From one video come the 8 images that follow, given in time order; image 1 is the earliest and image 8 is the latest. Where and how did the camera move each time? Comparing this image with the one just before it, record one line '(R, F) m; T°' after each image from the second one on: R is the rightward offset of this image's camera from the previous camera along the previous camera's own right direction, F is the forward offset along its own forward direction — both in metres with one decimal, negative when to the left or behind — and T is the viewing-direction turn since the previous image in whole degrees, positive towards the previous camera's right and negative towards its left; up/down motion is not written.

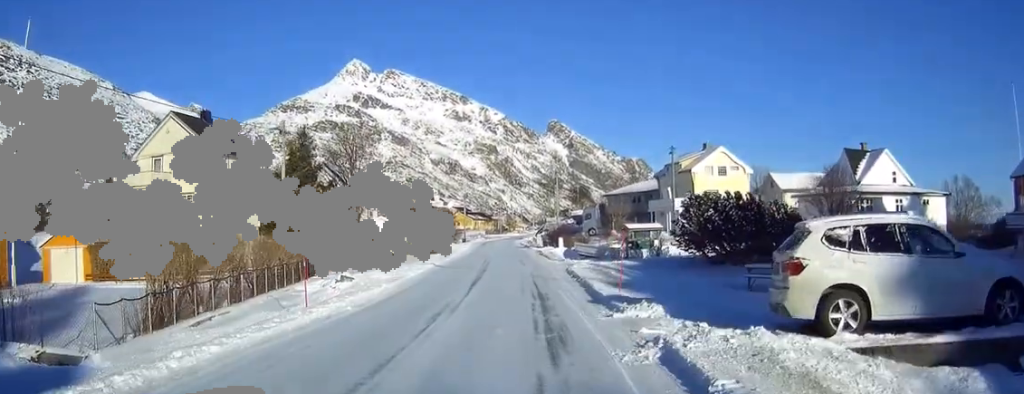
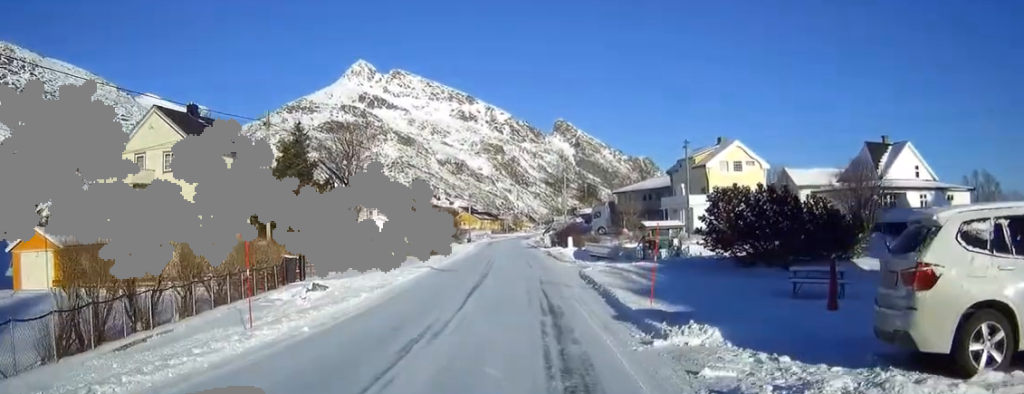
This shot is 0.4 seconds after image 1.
(0.0, +3.6) m; -1°
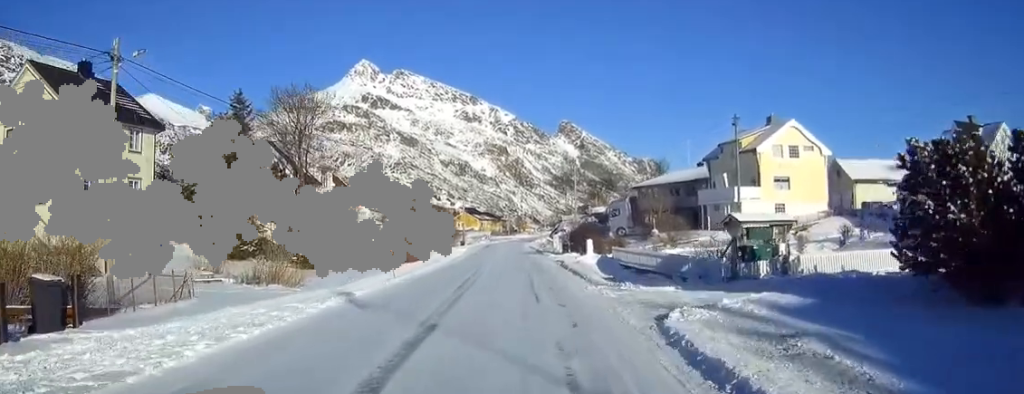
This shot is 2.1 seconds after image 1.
(-0.3, +15.6) m; -1°
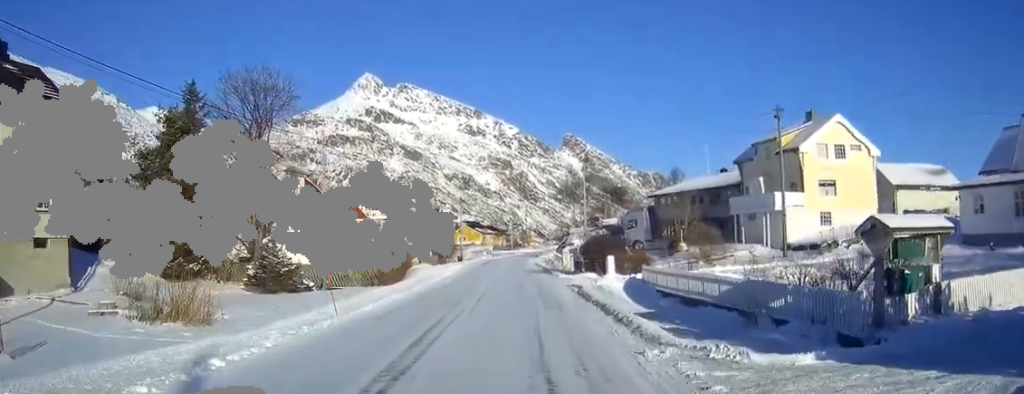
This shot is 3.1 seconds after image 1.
(0.0, +8.9) m; 0°
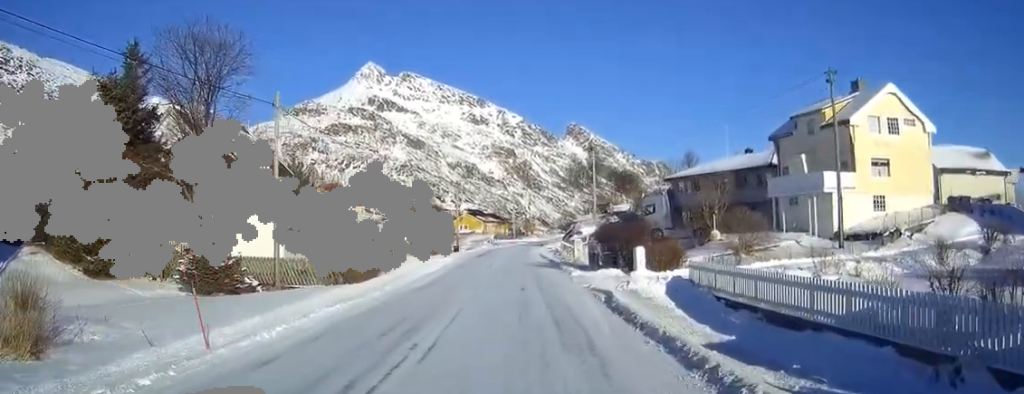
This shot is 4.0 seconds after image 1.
(0.0, +8.1) m; 0°
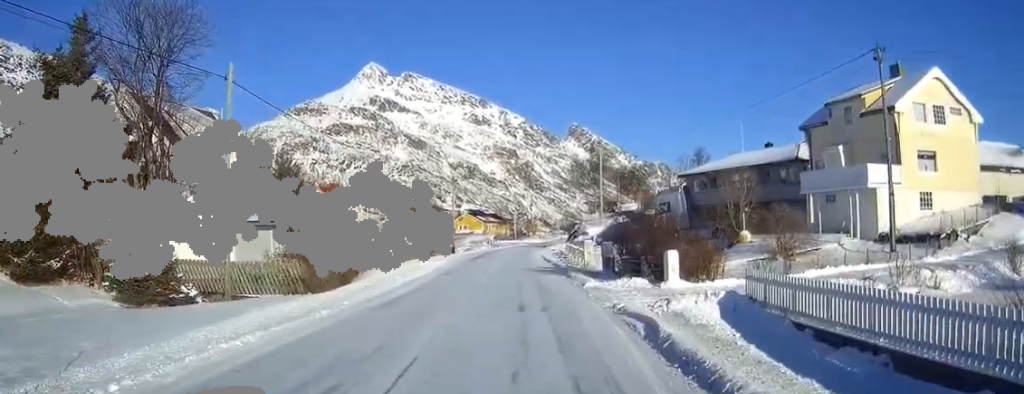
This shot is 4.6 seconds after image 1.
(+0.1, +5.6) m; -1°
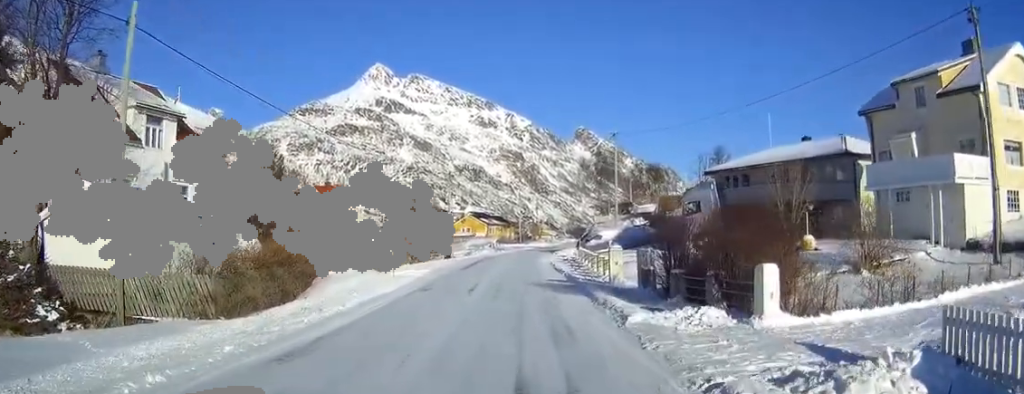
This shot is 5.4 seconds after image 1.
(-0.2, +7.9) m; -1°
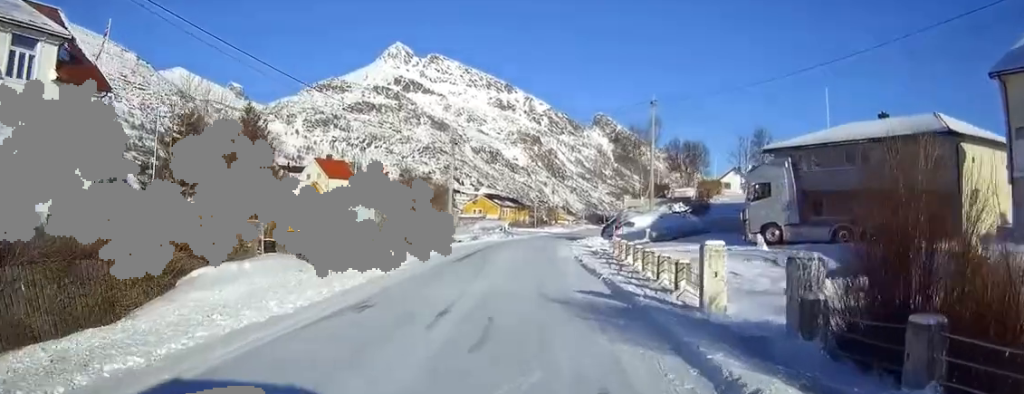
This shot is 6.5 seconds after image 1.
(-0.1, +10.8) m; -1°
